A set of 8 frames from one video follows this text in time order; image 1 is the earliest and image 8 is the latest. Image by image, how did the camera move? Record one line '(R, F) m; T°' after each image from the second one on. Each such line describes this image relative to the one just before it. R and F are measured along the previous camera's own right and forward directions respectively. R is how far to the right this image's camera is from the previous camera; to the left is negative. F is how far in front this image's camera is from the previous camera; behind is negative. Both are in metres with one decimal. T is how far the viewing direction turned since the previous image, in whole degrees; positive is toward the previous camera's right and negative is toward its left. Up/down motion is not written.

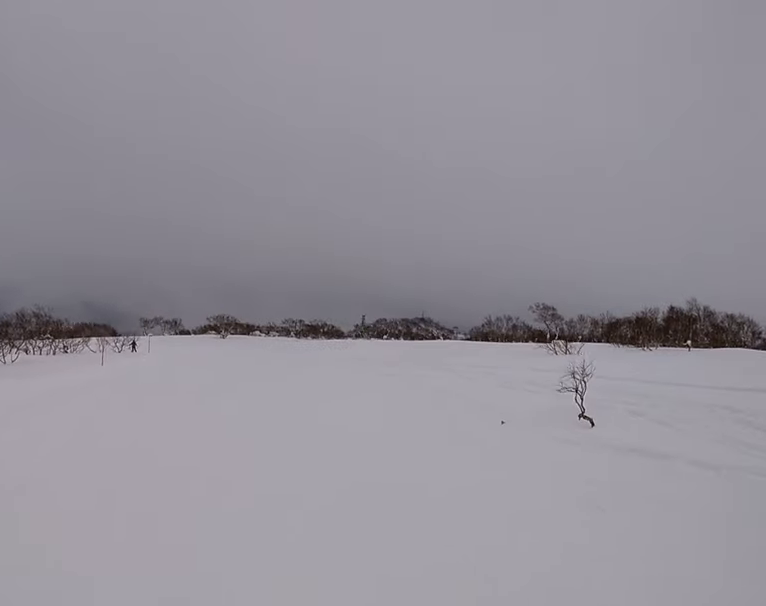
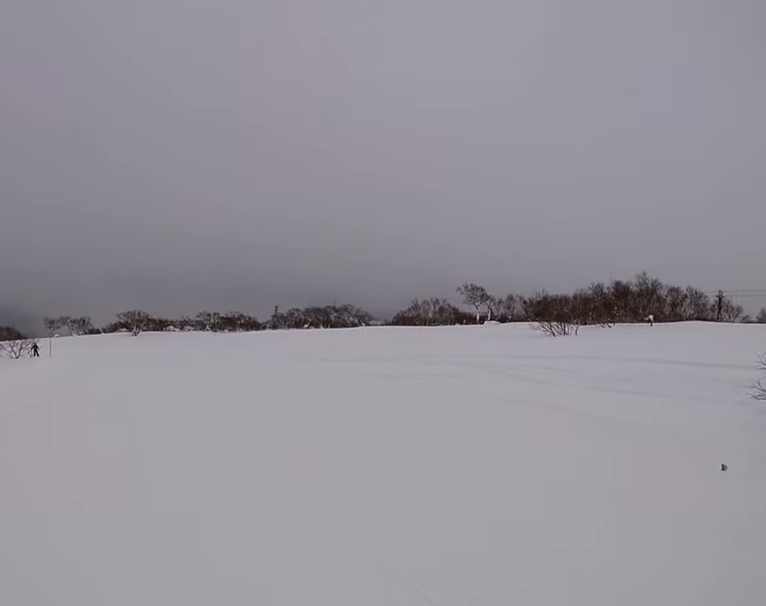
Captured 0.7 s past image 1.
(-0.2, +5.1) m; -3°
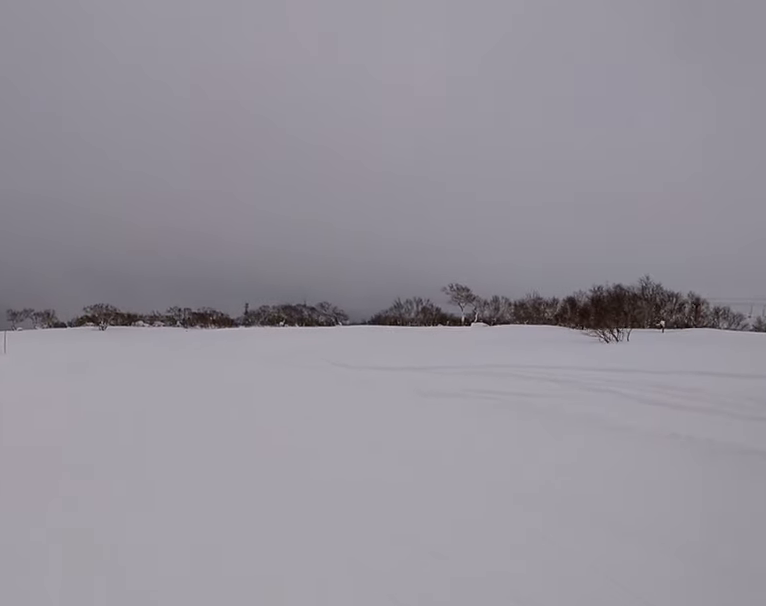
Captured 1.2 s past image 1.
(-0.9, +3.8) m; 0°
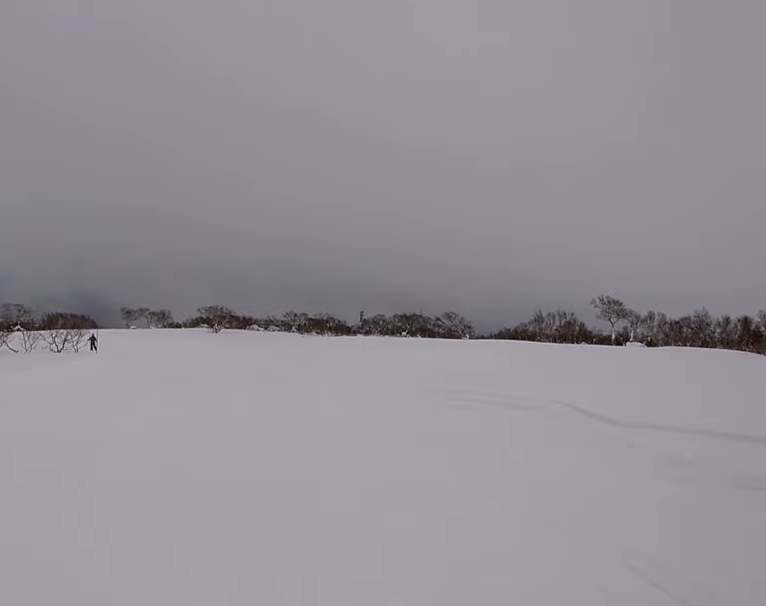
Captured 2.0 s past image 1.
(+0.8, +6.3) m; +9°
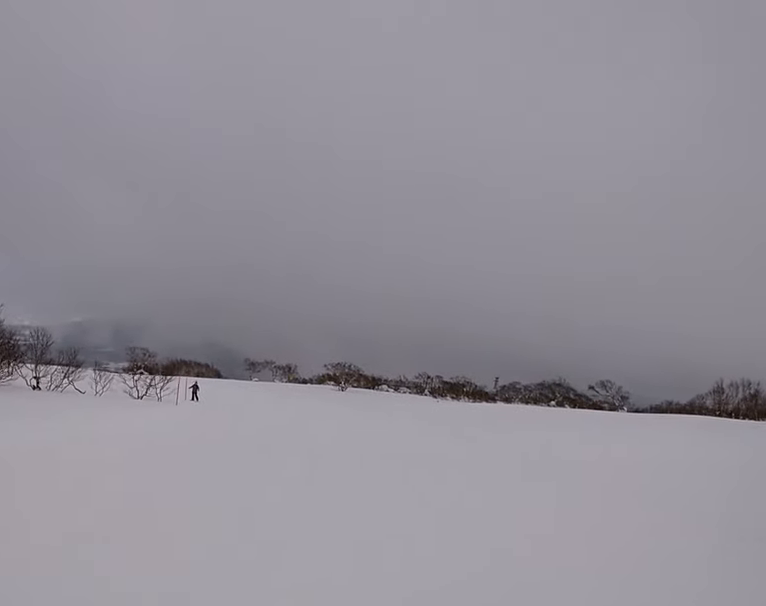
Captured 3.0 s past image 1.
(+0.6, +7.8) m; -4°
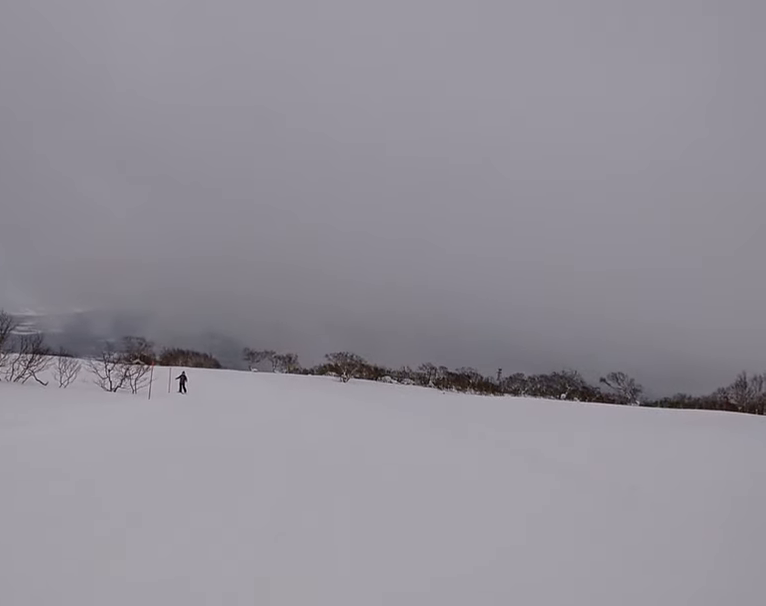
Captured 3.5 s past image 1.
(+0.2, +3.4) m; -5°
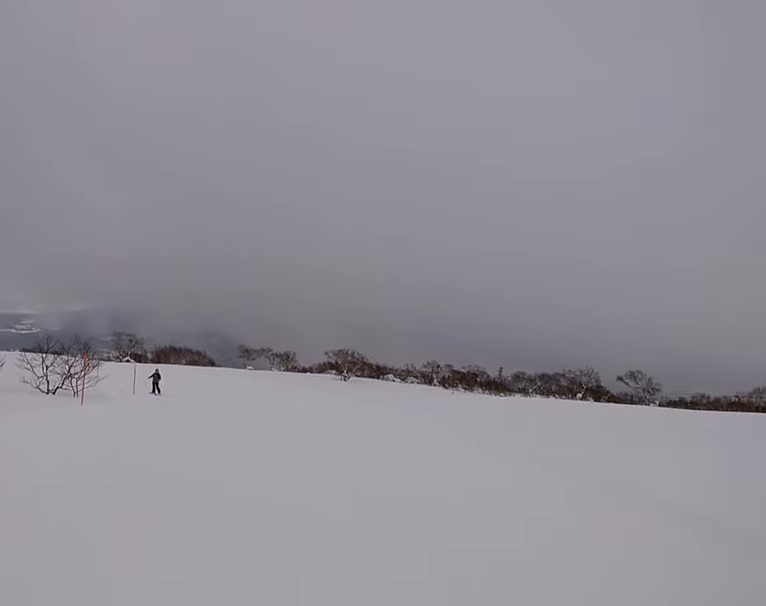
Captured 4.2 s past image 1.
(-1.3, +5.6) m; -4°
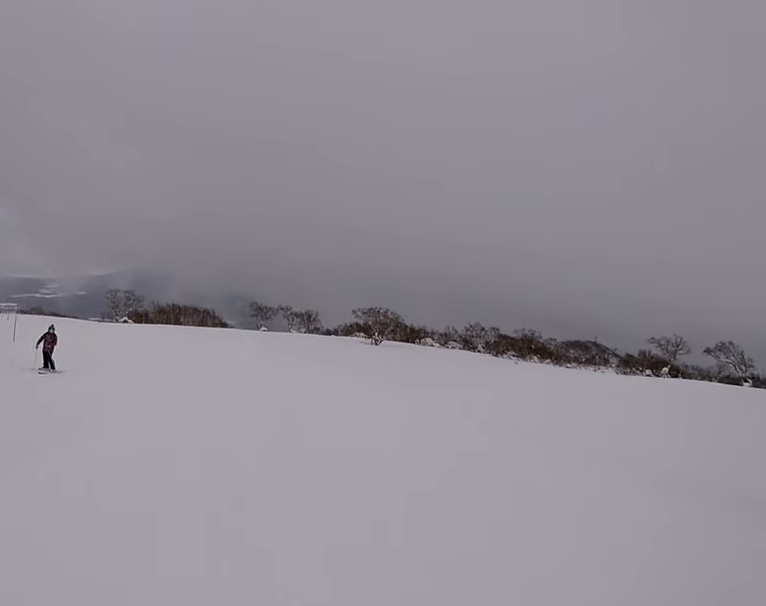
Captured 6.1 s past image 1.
(-0.1, +14.7) m; -7°
